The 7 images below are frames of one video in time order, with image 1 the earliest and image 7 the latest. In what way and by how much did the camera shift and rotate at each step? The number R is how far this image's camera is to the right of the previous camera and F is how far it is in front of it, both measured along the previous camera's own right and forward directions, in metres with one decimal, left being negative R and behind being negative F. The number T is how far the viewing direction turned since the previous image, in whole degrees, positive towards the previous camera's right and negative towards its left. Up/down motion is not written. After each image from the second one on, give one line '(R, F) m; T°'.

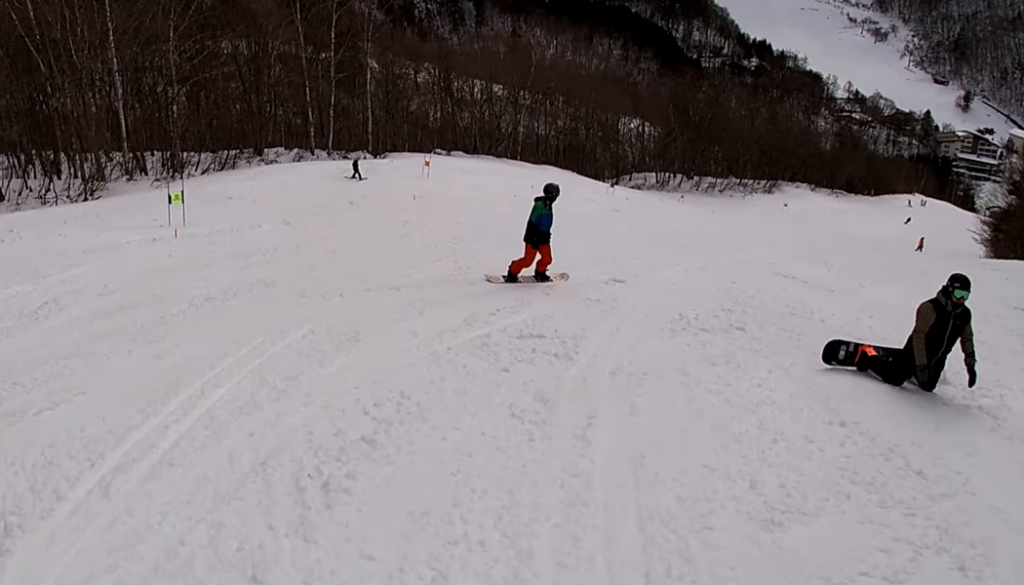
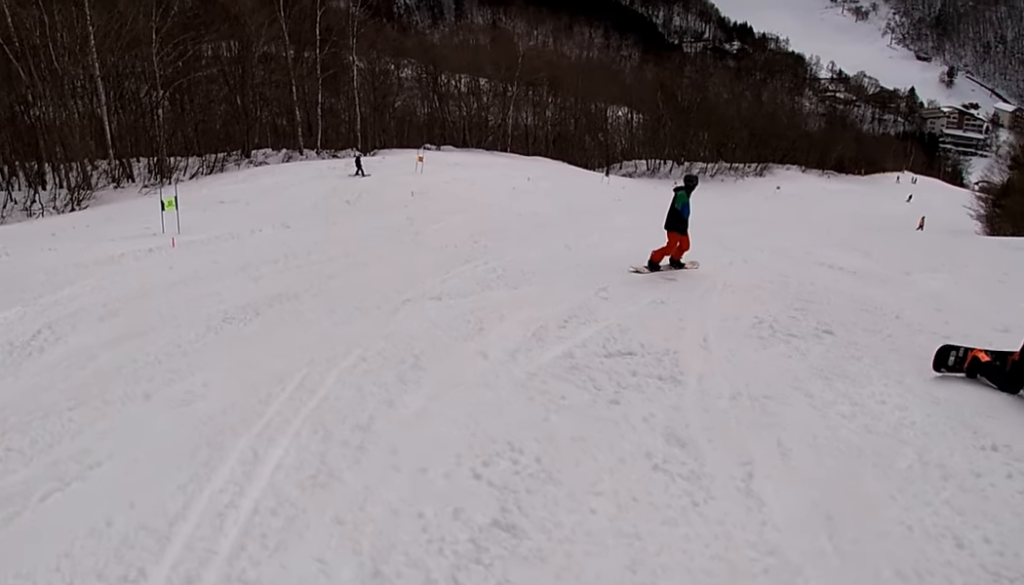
(0.0, +1.7) m; +7°
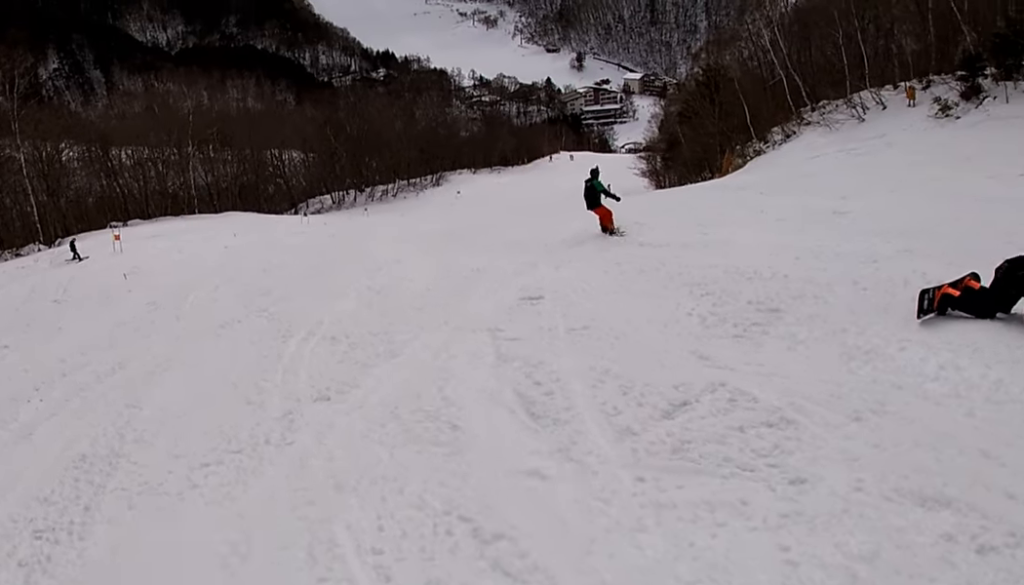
(-0.2, +4.0) m; +19°
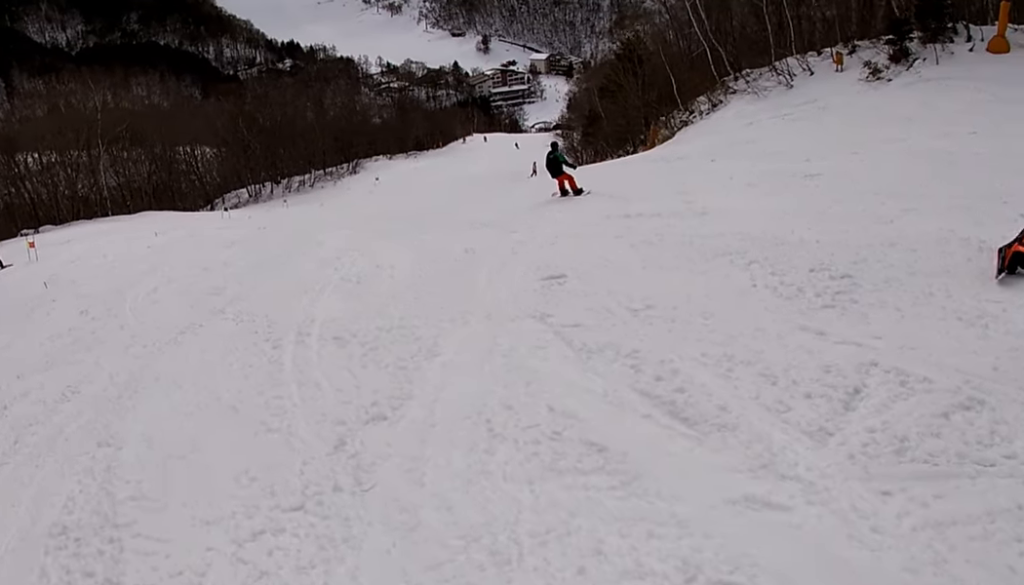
(+0.5, +1.8) m; +17°
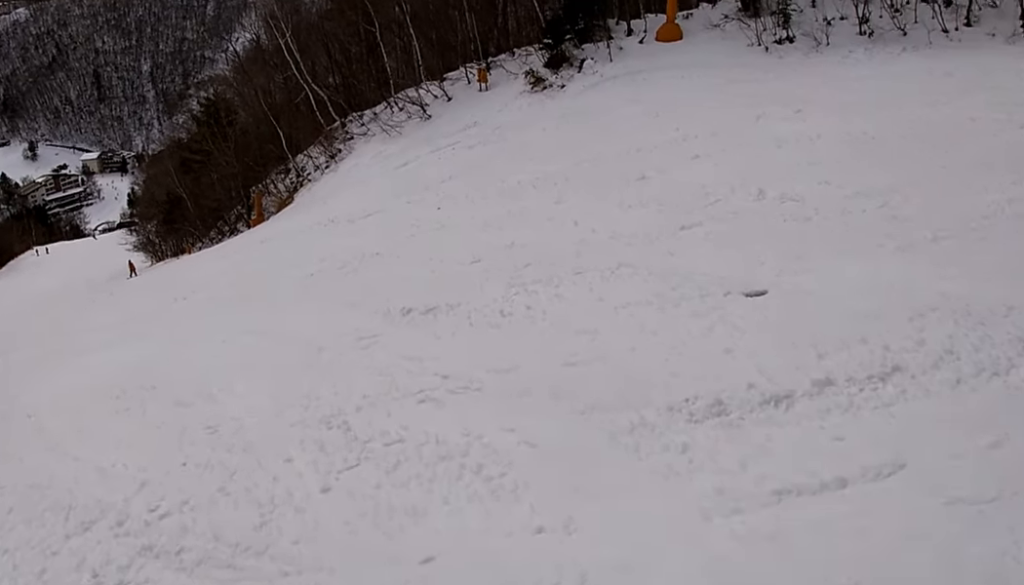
(+5.5, +10.8) m; +22°
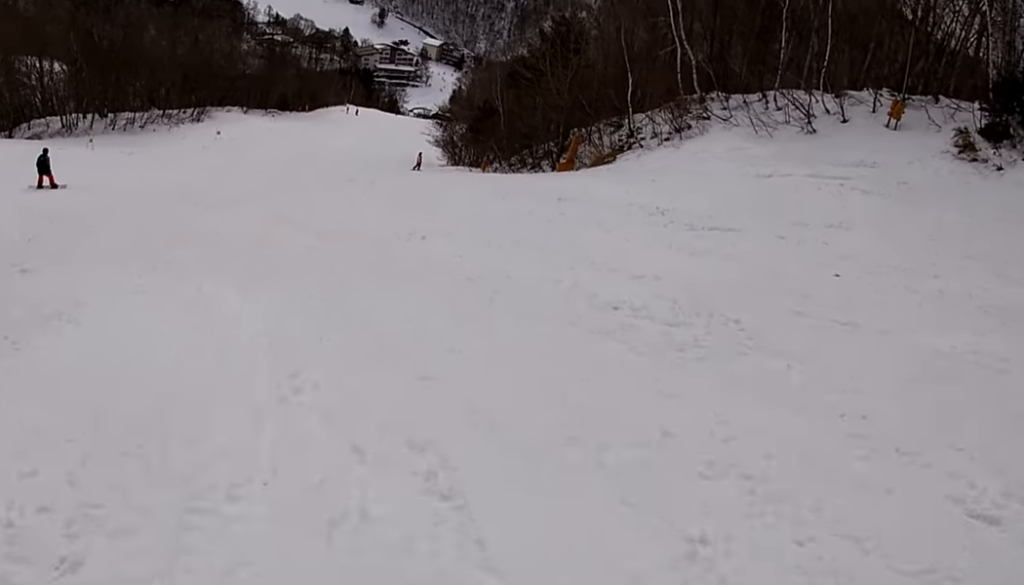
(-0.9, +5.0) m; -25°
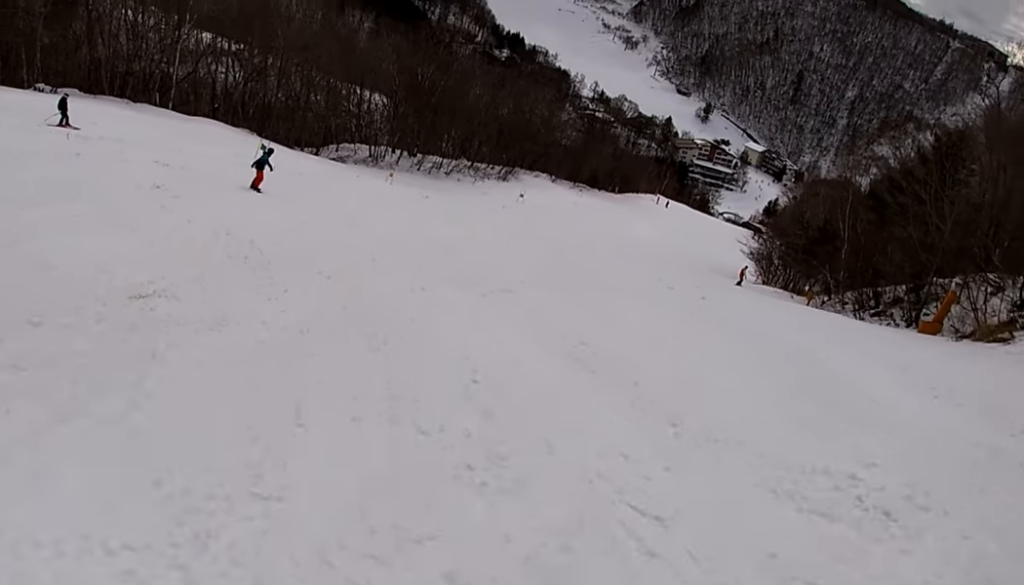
(-1.5, +5.5) m; -8°
